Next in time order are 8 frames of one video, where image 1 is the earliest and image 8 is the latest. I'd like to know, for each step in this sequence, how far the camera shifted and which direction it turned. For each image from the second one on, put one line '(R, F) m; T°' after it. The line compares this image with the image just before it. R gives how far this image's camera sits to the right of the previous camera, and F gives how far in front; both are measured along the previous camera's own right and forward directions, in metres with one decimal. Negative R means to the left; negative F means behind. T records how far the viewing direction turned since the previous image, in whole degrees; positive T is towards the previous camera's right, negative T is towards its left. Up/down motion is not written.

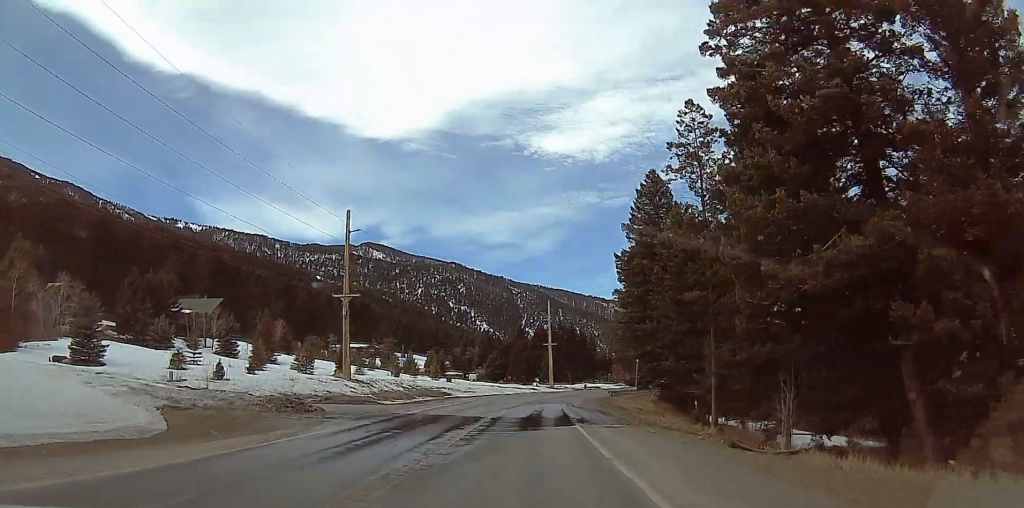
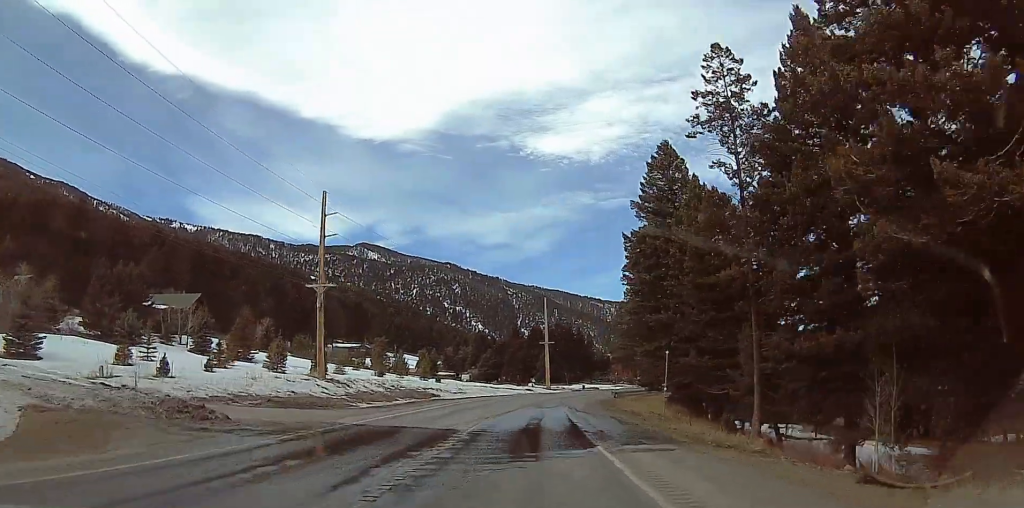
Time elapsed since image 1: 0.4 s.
(0.0, +8.7) m; 0°
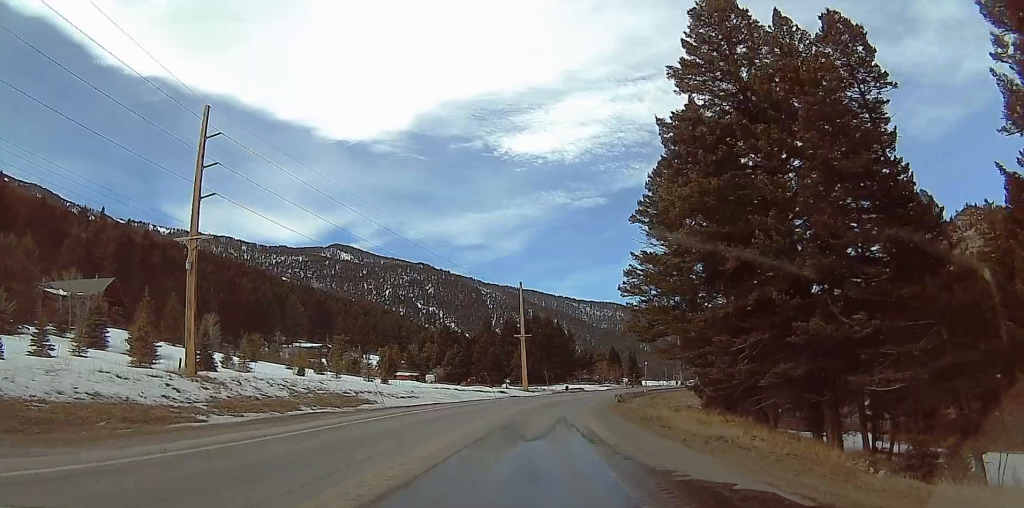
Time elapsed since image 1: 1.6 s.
(0.0, +25.2) m; 0°
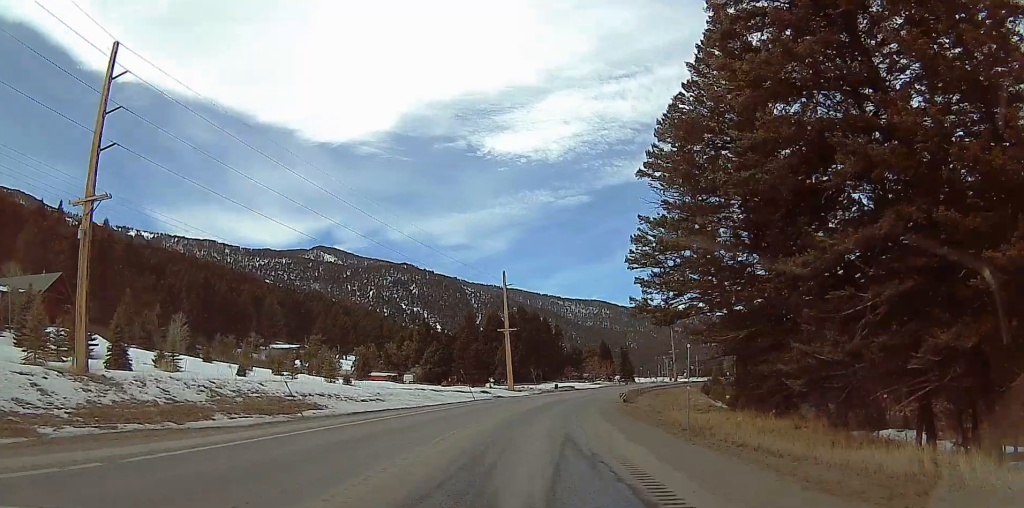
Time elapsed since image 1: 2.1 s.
(0.0, +12.2) m; 0°
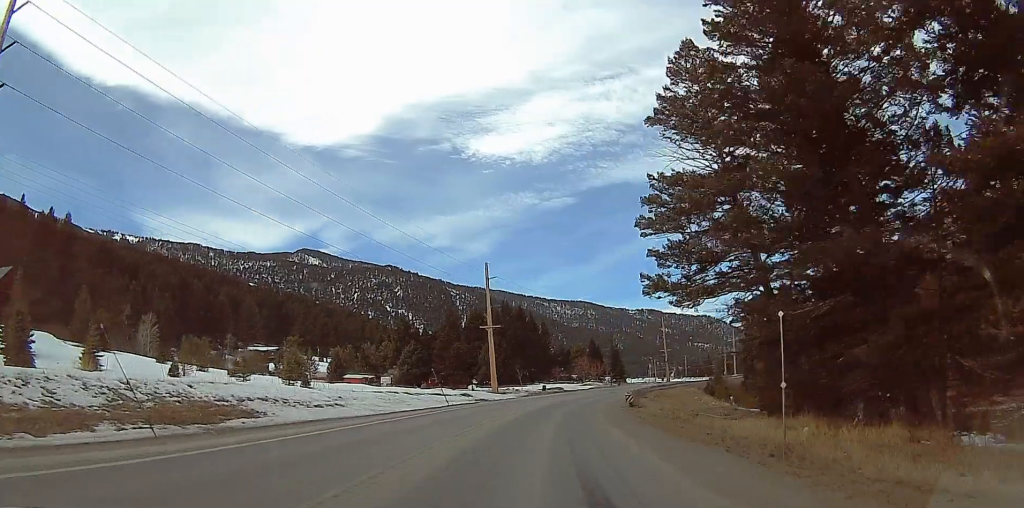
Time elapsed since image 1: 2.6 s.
(-0.1, +10.1) m; 0°
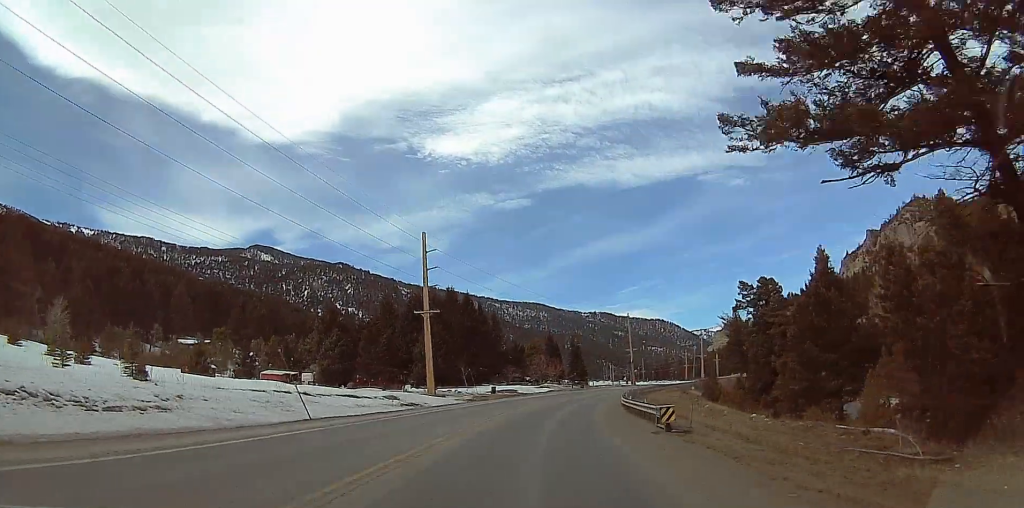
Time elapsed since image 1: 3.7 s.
(+0.3, +23.2) m; -1°
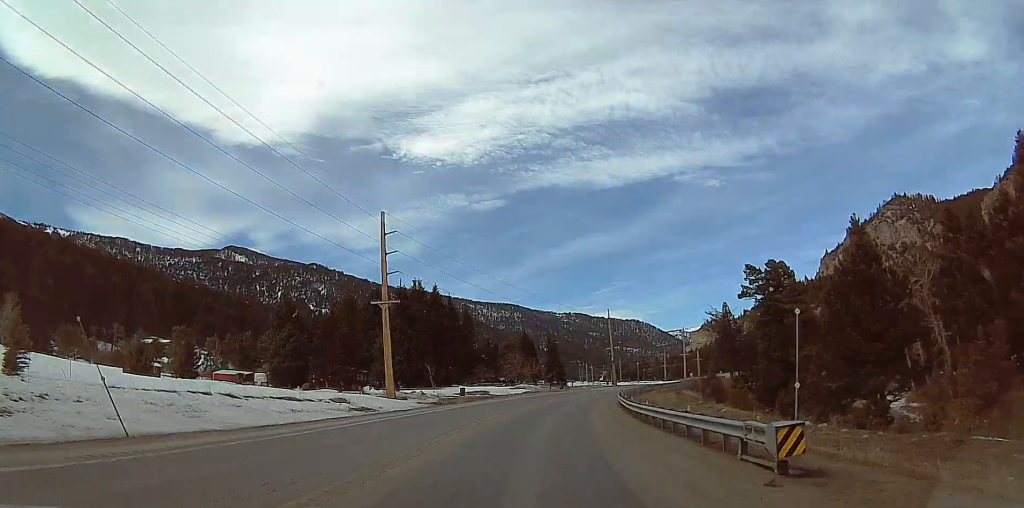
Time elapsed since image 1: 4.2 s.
(-0.4, +11.5) m; 0°
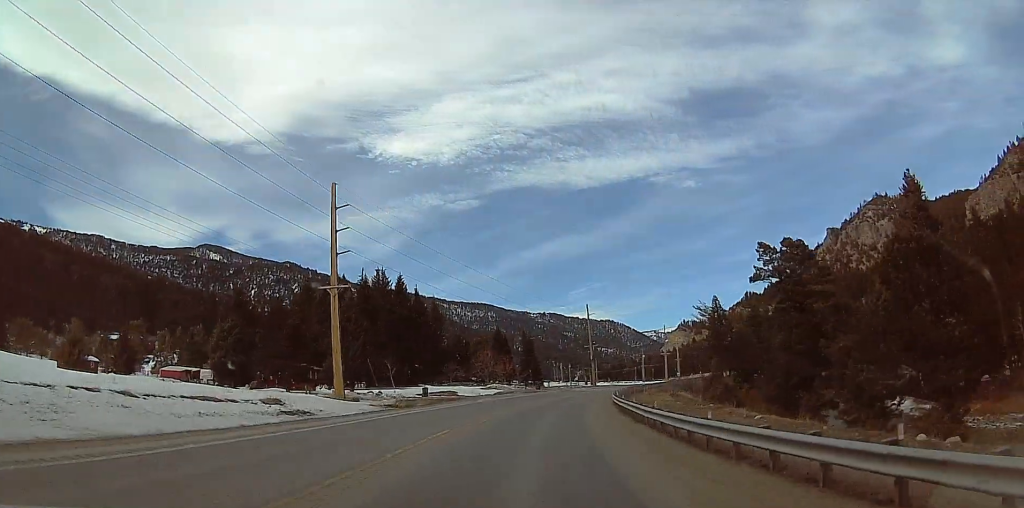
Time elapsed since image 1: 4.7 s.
(-0.3, +11.6) m; +1°
